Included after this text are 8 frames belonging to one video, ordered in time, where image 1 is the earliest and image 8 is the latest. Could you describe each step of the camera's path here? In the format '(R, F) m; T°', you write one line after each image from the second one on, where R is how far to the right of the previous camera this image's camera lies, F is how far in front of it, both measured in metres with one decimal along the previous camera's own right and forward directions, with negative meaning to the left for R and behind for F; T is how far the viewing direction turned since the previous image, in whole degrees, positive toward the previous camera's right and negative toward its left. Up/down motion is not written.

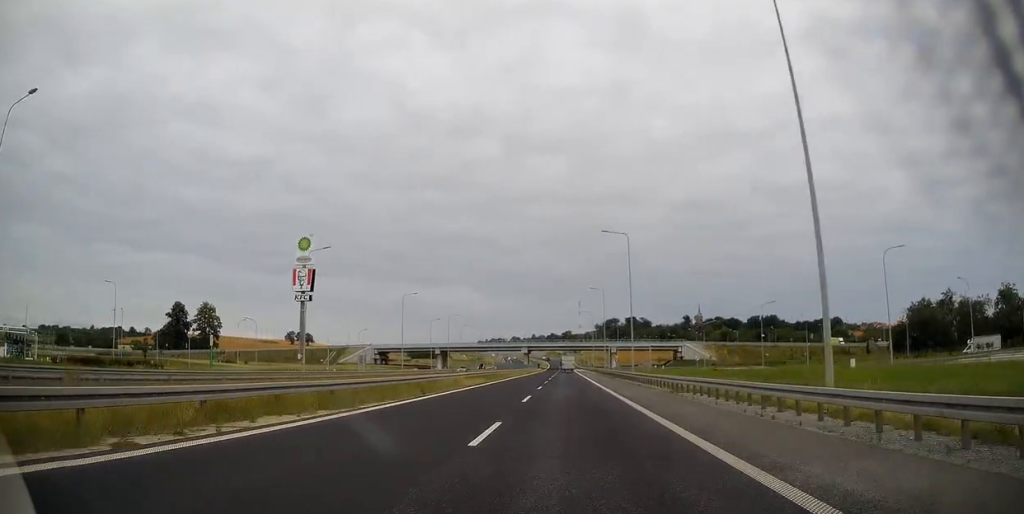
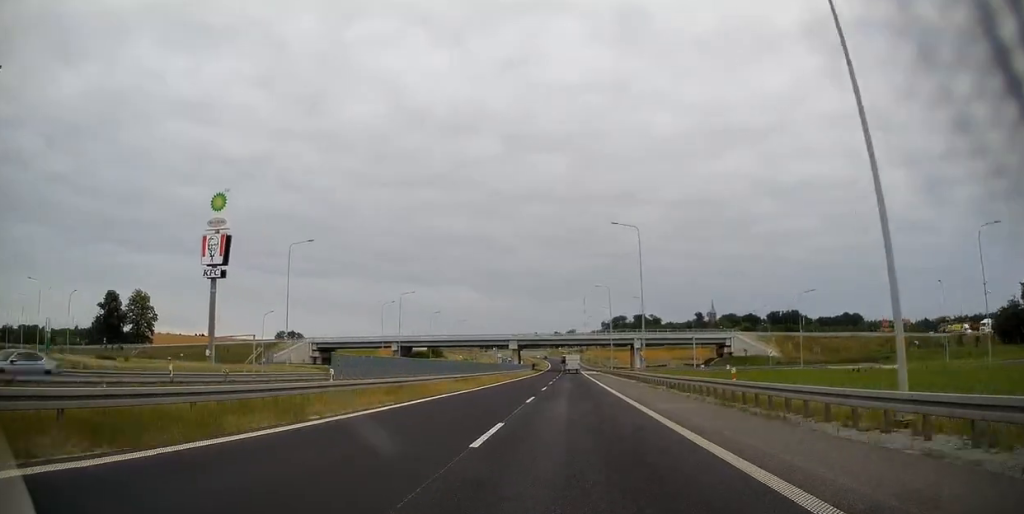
(0.0, +47.4) m; 0°
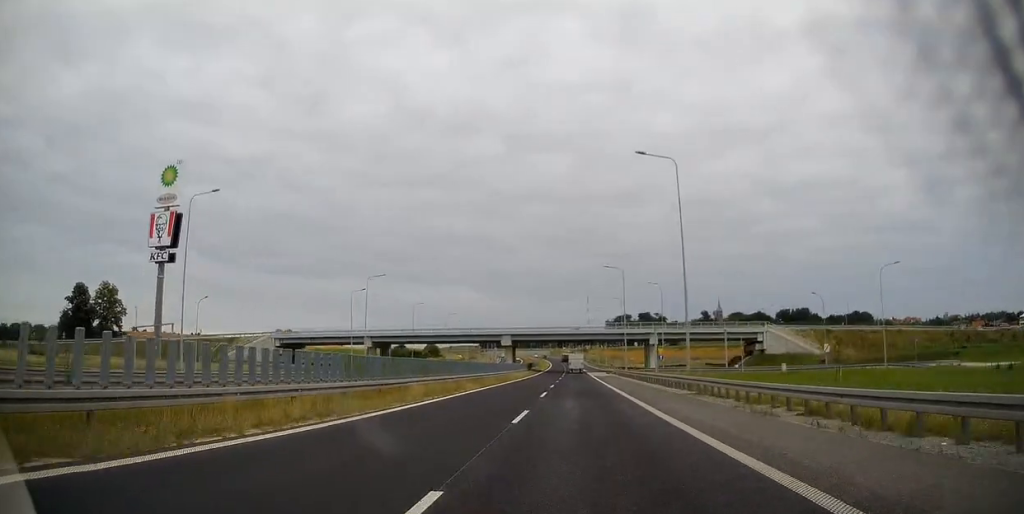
(0.0, +19.4) m; 0°
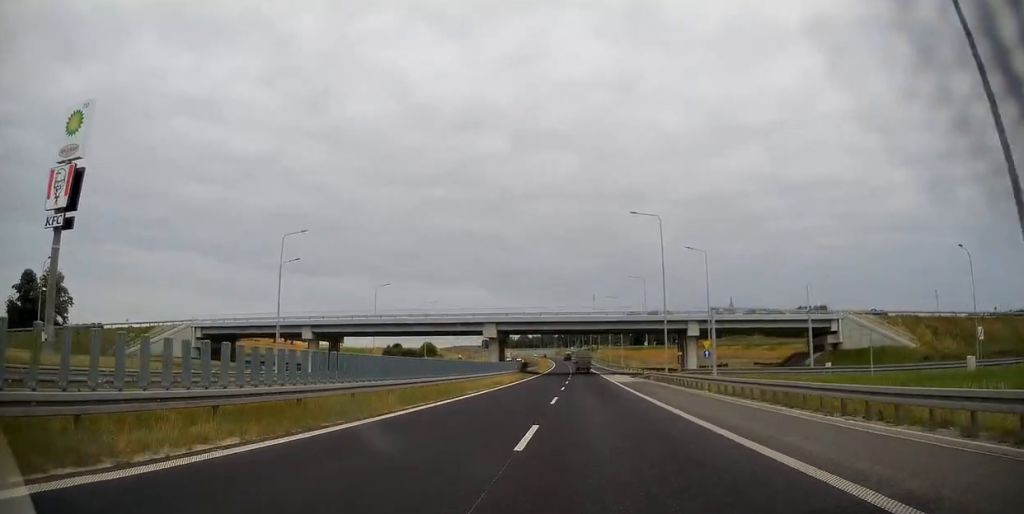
(-0.1, +28.8) m; 0°
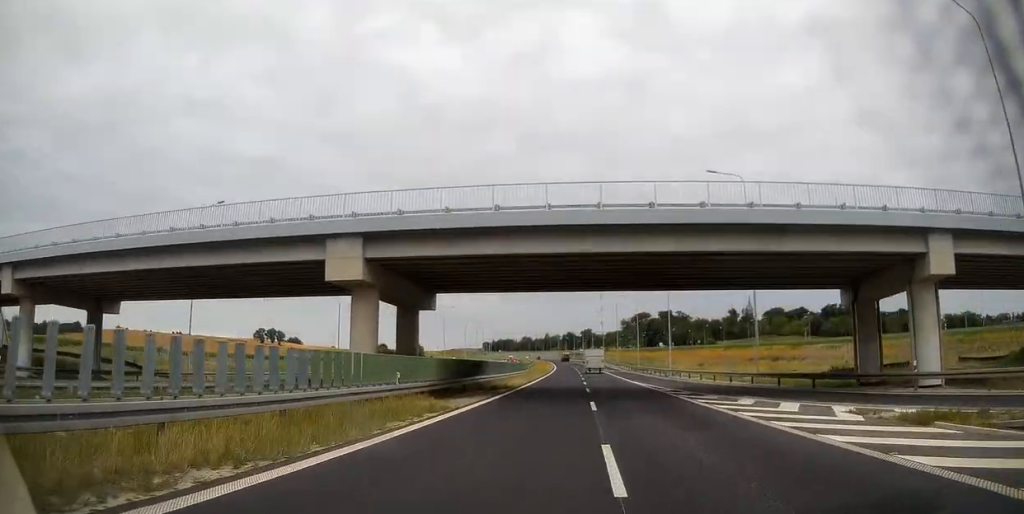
(-0.5, +51.7) m; -1°
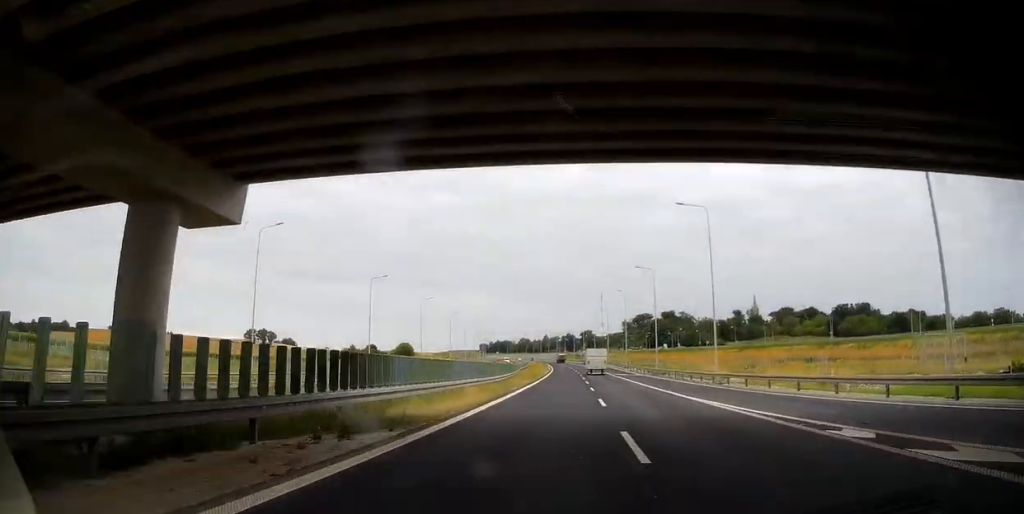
(0.0, +22.1) m; 0°
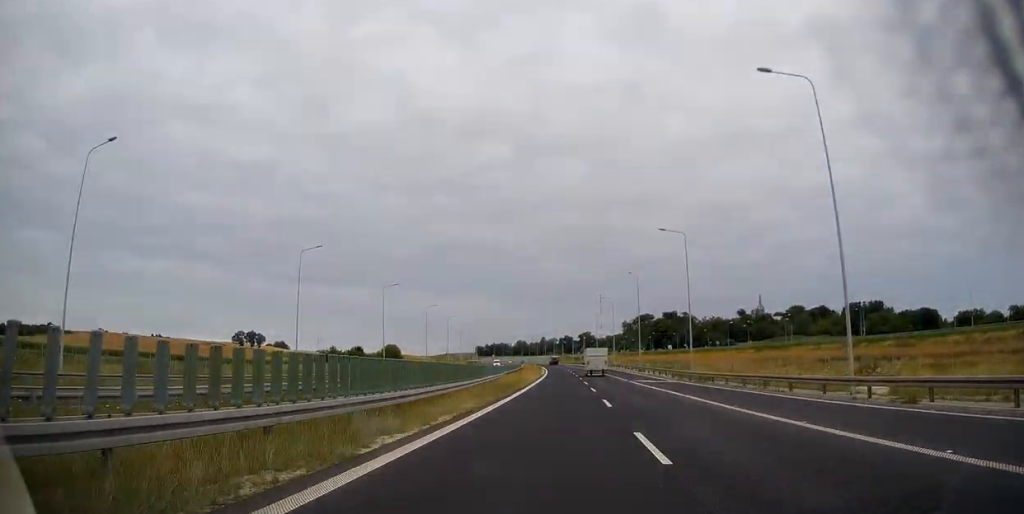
(0.0, +24.3) m; 0°
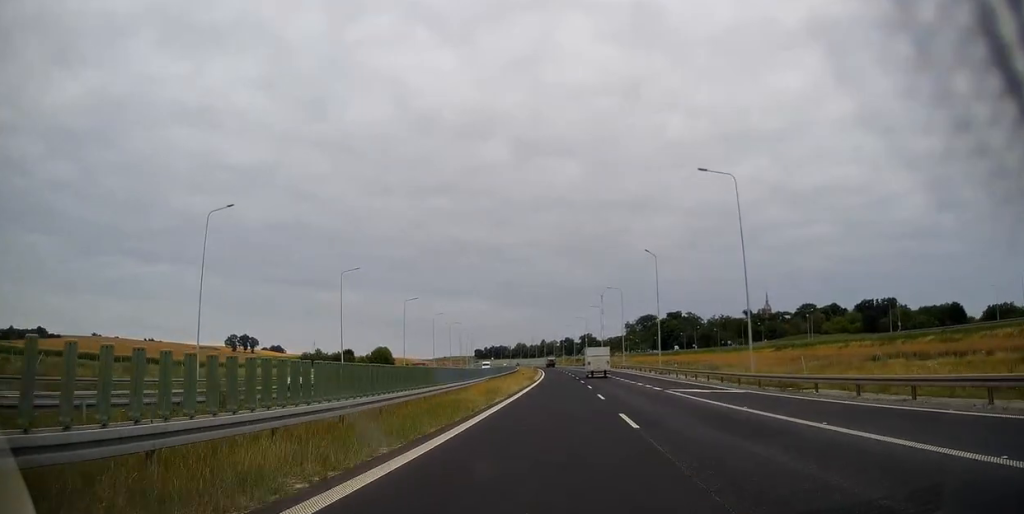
(0.0, +19.0) m; 0°
